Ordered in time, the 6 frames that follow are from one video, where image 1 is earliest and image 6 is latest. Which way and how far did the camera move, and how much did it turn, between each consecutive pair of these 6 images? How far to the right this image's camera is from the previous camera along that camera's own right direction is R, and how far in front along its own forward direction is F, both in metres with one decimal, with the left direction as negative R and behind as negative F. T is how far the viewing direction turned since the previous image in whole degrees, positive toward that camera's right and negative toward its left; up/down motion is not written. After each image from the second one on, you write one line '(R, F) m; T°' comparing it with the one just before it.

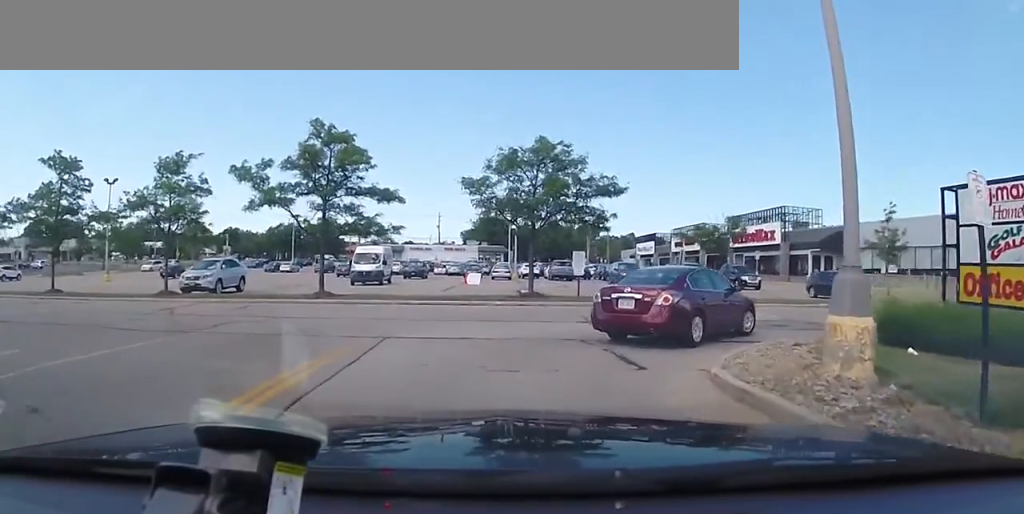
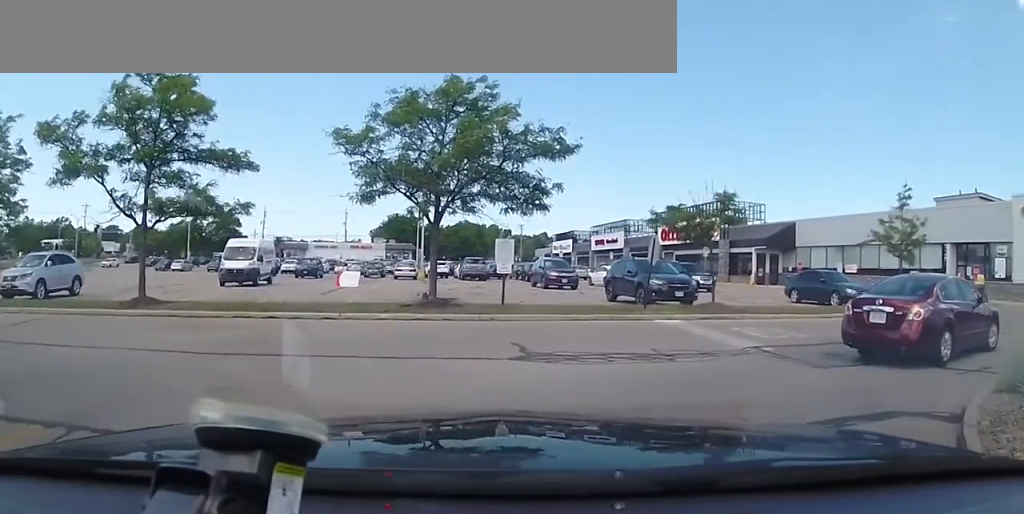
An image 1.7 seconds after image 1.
(+0.9, +8.3) m; +19°
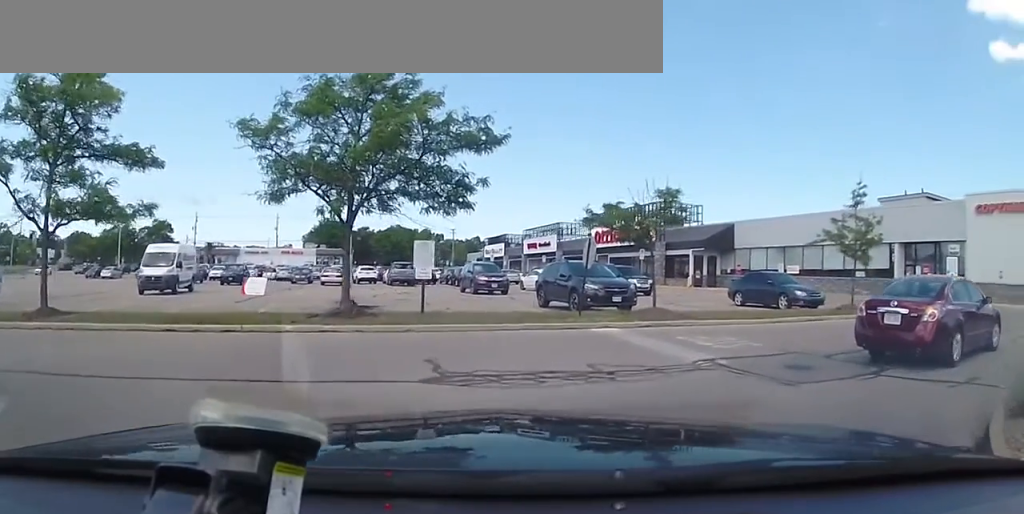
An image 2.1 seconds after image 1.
(+0.3, +1.7) m; +6°
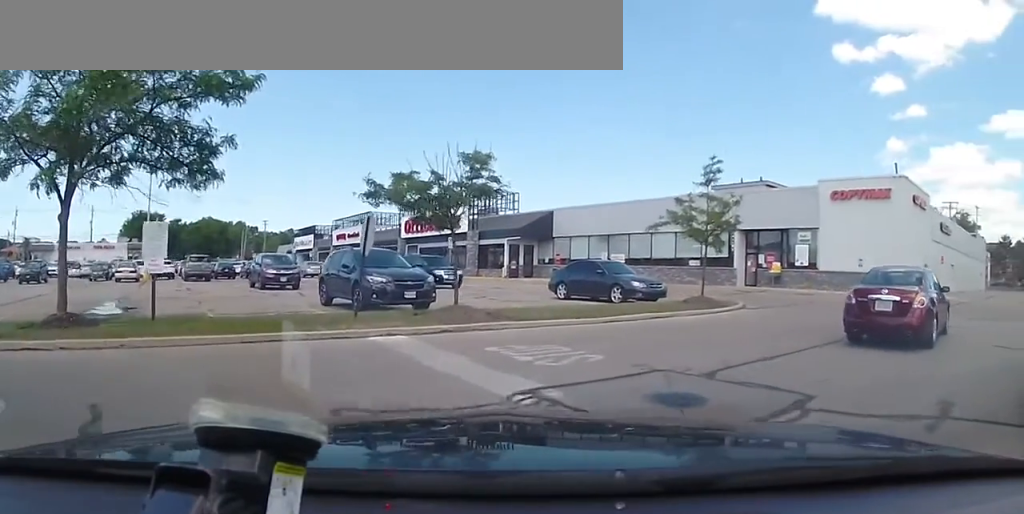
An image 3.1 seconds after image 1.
(0.0, +3.3) m; +11°
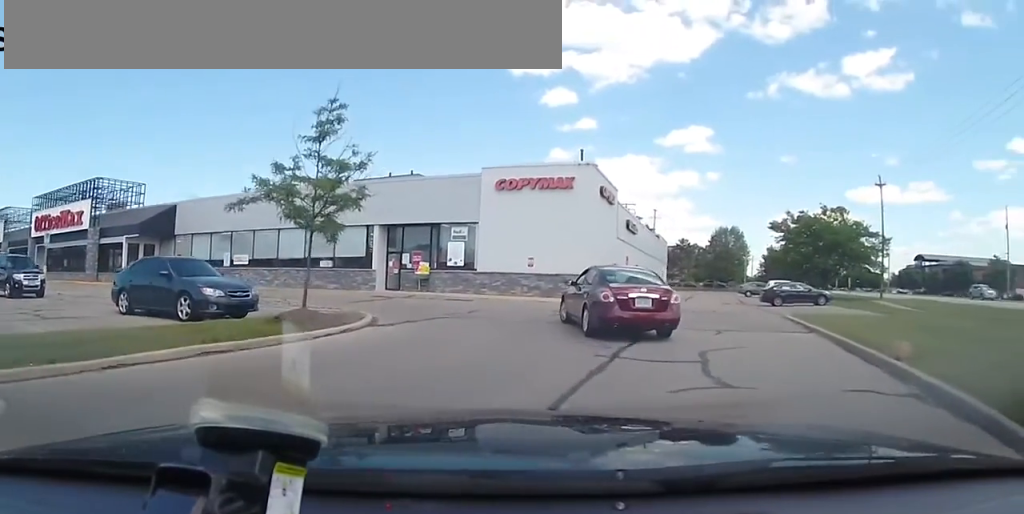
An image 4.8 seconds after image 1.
(+1.4, +5.1) m; +30°
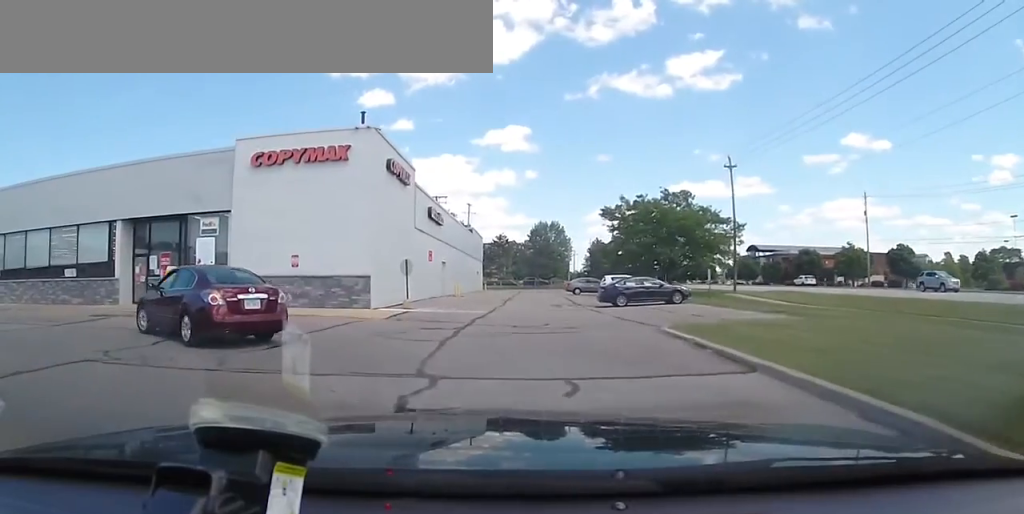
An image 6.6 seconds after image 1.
(+2.0, +6.2) m; +18°
